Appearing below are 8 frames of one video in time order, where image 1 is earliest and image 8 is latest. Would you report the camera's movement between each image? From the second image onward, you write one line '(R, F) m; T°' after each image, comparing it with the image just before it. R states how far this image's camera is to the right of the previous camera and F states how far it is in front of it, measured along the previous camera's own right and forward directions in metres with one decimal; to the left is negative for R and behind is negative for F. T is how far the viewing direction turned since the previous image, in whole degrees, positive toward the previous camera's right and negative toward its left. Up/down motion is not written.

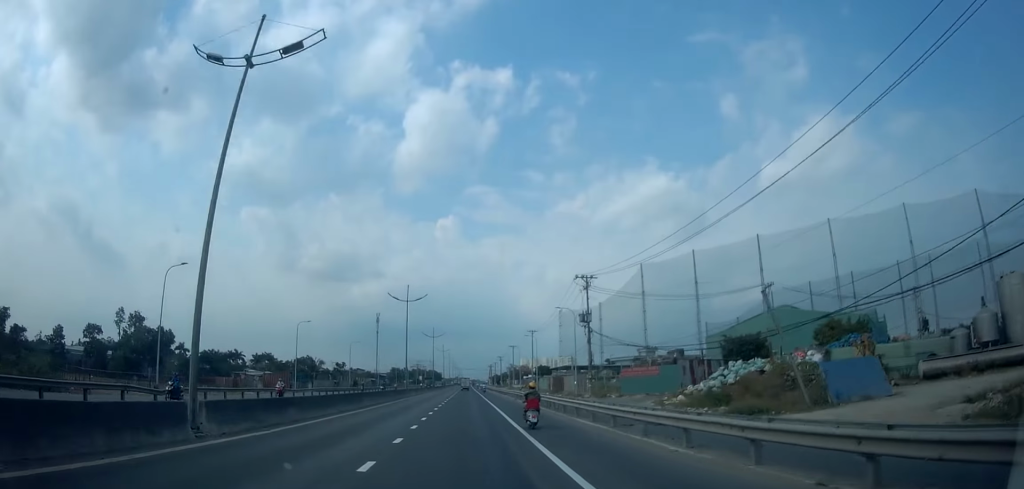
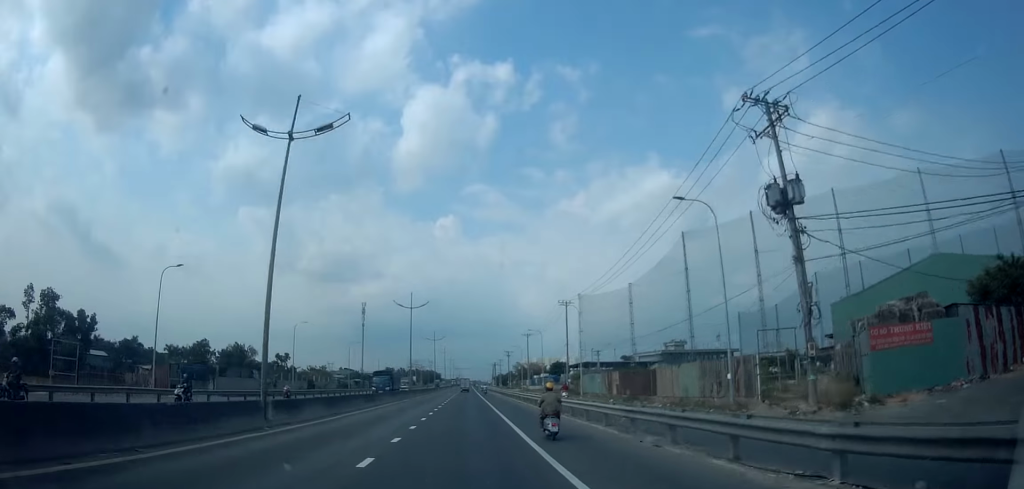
(-1.4, +35.2) m; -2°
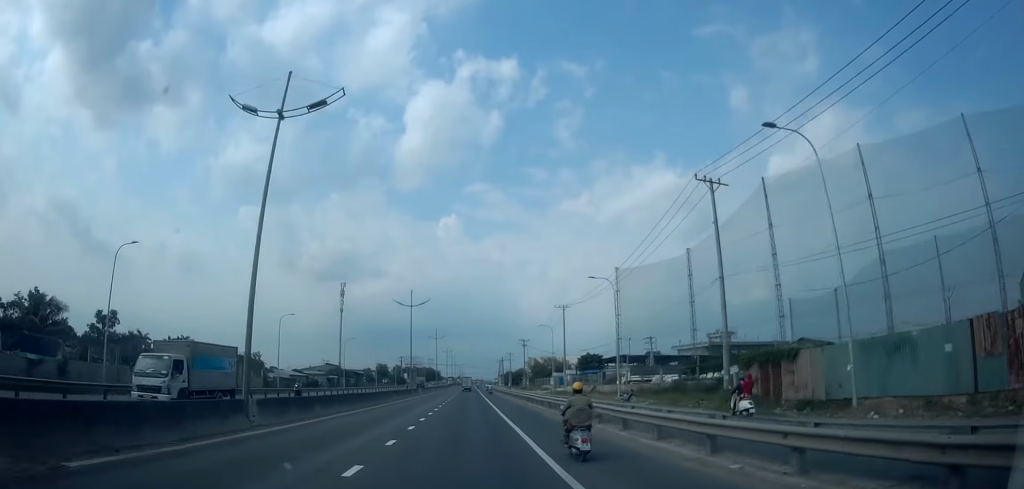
(+1.6, +41.9) m; +2°
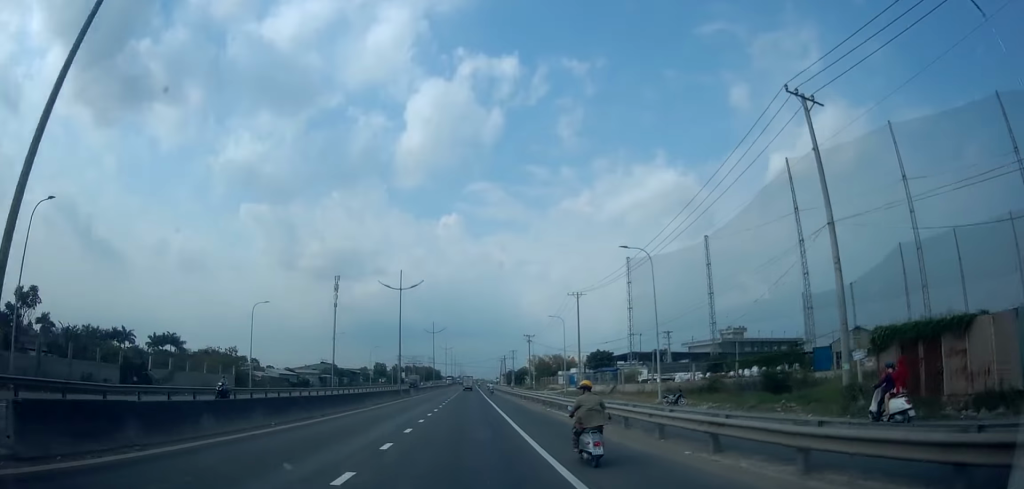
(0.0, +9.1) m; 0°
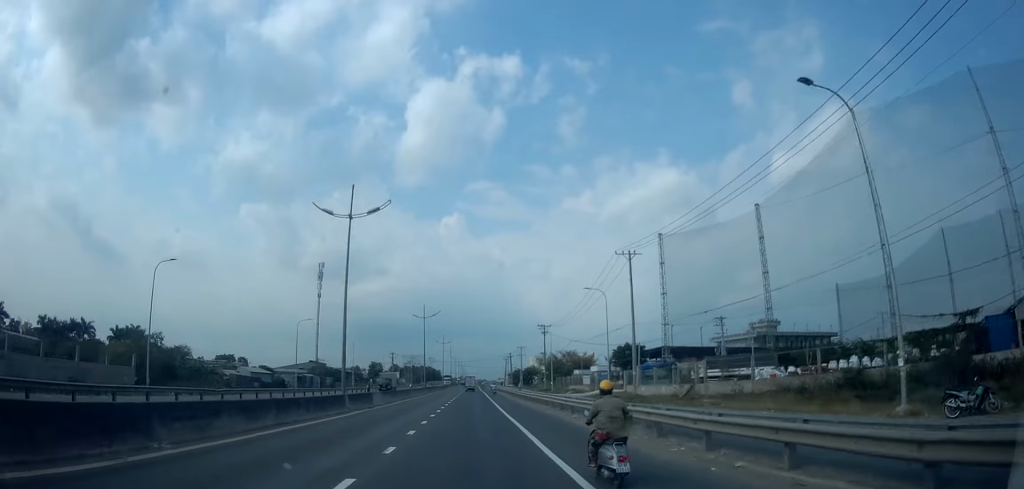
(0.0, +20.5) m; 0°
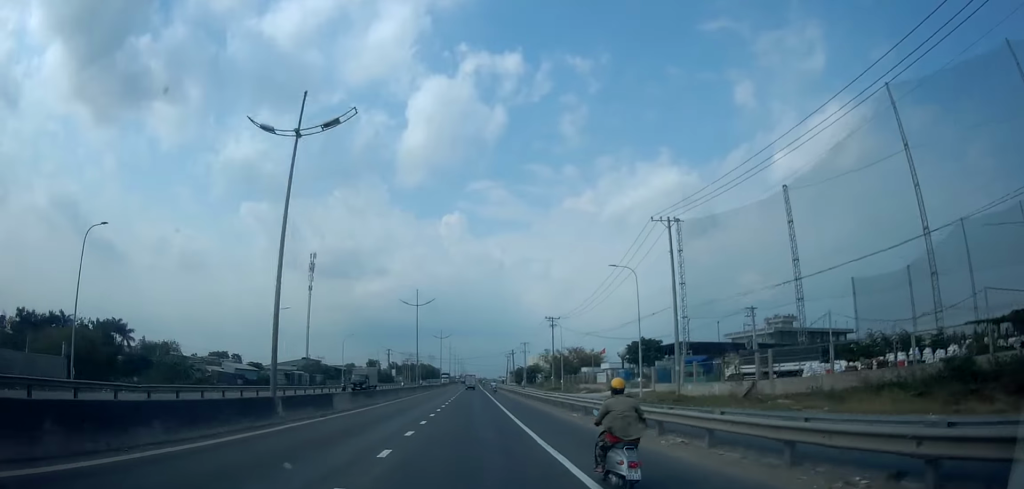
(0.0, +8.6) m; 0°
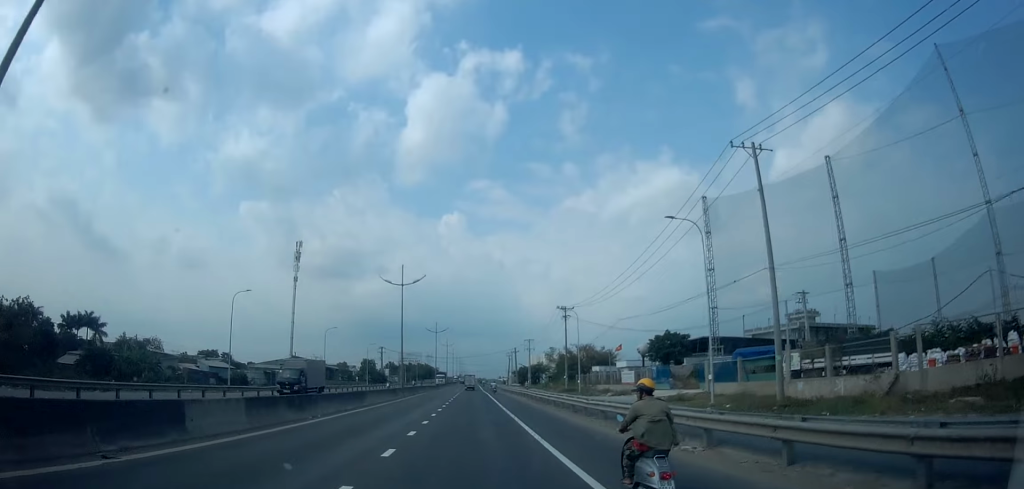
(0.0, +12.0) m; 0°
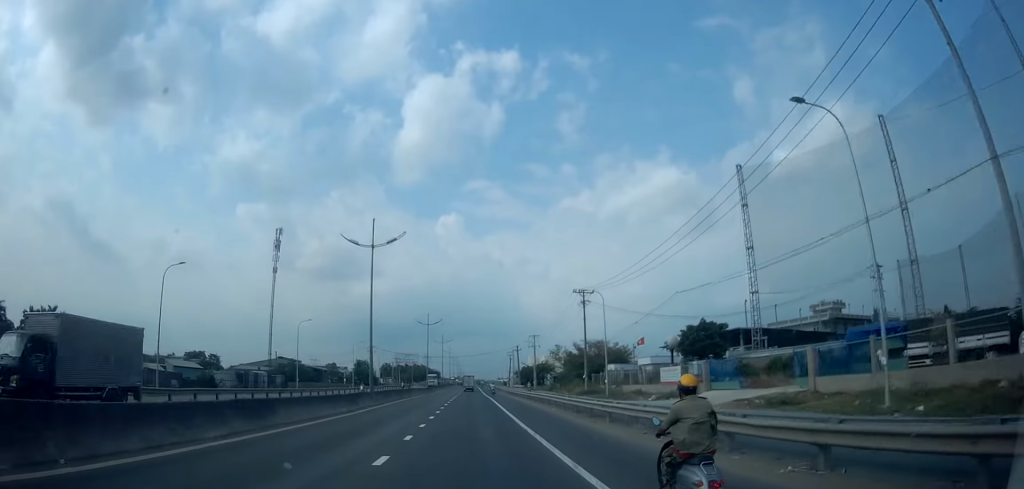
(0.0, +12.9) m; 0°
